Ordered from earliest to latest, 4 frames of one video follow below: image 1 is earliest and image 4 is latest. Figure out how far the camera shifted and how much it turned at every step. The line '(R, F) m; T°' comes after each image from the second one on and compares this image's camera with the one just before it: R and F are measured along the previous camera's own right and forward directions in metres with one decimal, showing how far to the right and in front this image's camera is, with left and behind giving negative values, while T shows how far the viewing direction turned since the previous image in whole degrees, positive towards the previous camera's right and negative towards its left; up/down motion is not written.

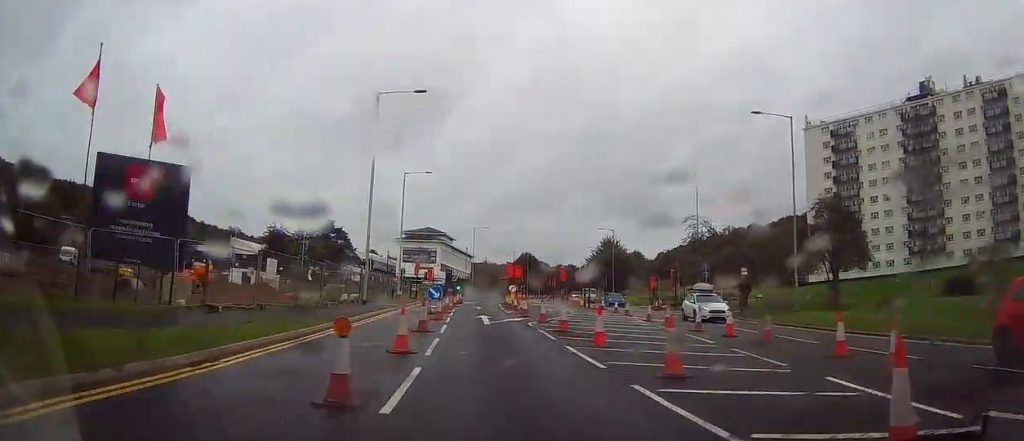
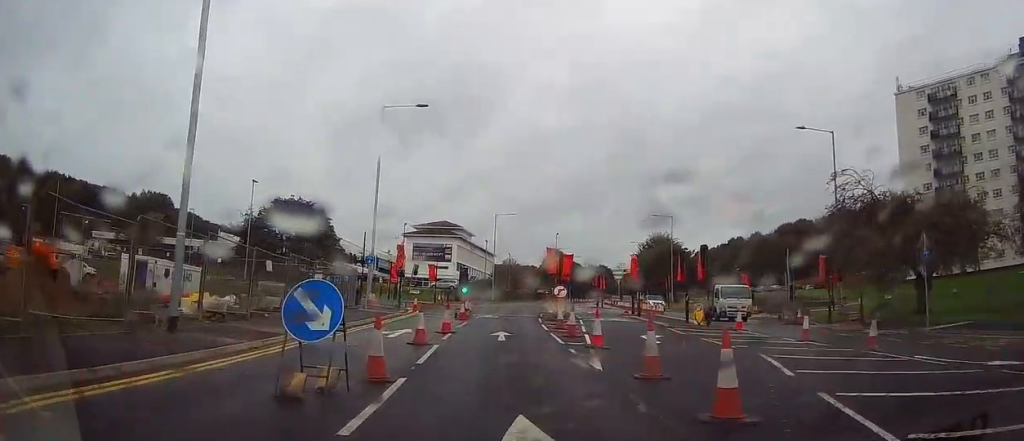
(-0.9, +24.8) m; -2°
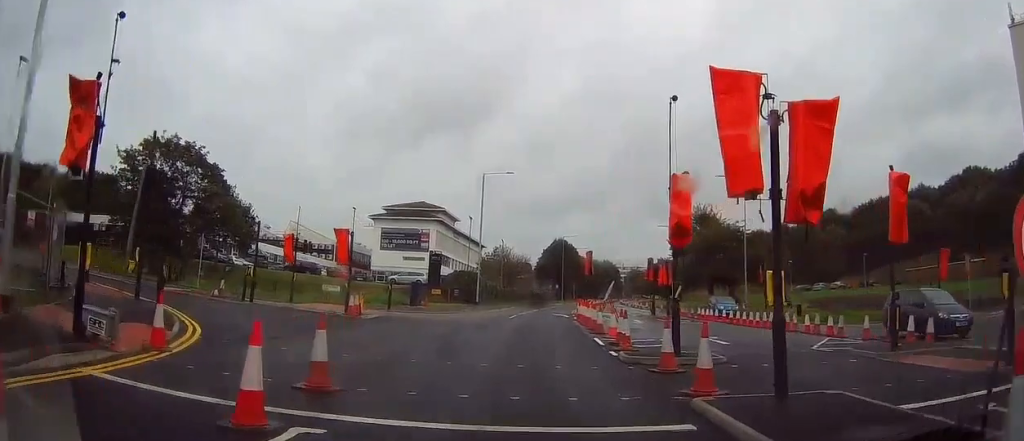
(0.0, +31.0) m; +3°
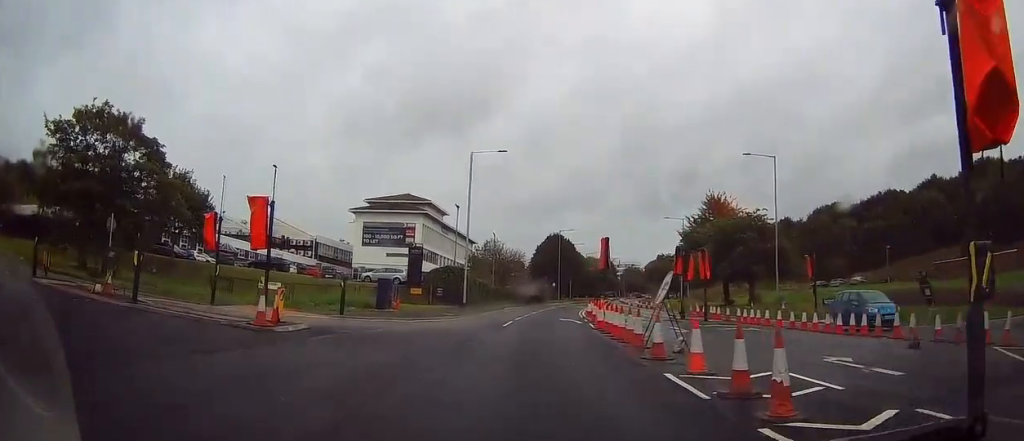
(+0.2, +9.0) m; 0°
